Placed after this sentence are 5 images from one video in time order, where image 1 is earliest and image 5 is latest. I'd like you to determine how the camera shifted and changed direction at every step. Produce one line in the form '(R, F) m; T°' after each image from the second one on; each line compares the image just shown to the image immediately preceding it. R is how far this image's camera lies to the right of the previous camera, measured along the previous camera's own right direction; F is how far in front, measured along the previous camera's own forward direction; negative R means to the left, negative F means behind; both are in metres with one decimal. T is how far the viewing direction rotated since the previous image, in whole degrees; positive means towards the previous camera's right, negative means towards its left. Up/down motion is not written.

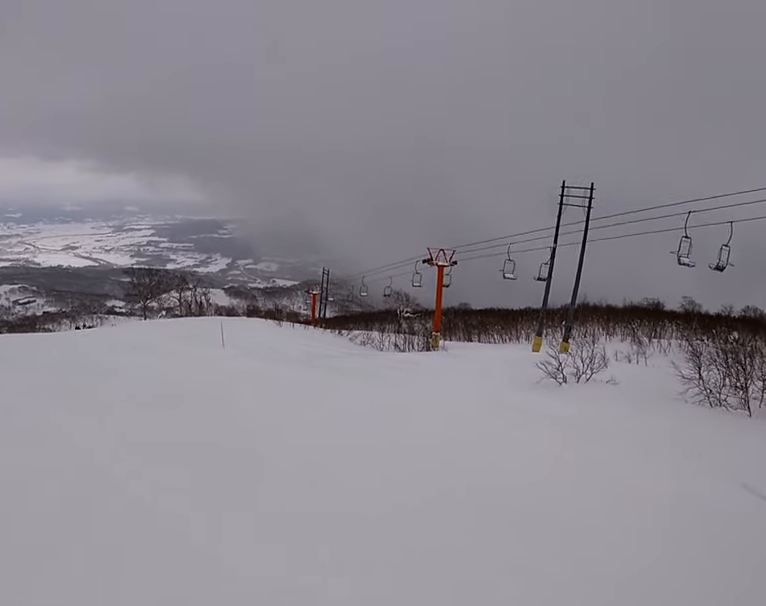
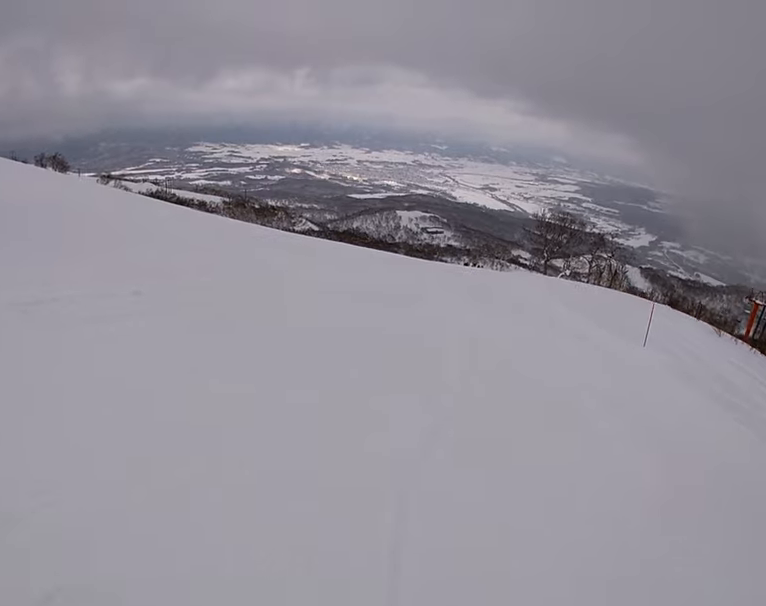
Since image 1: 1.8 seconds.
(-2.4, +9.4) m; -14°
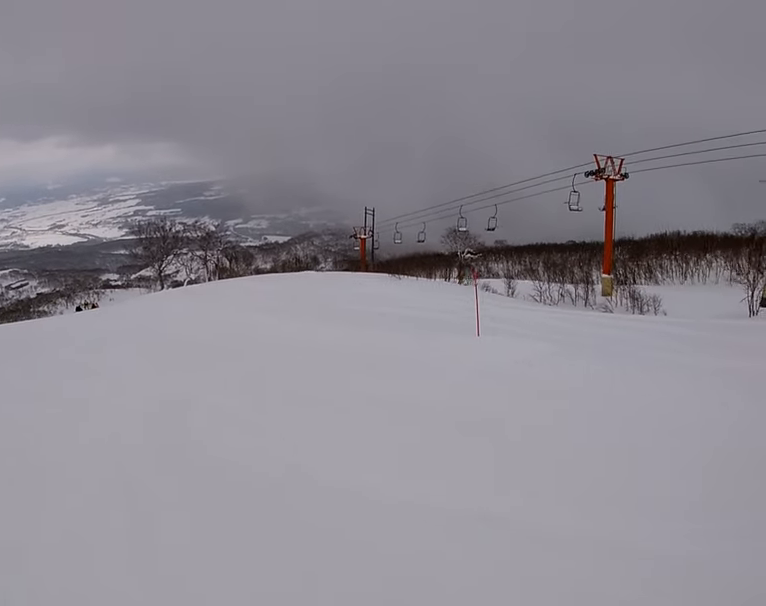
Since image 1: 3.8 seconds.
(+0.6, +12.0) m; +10°
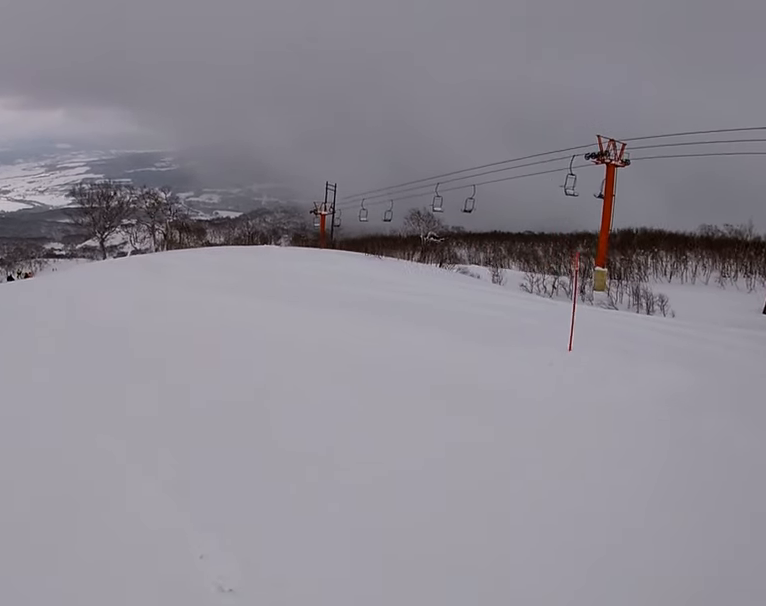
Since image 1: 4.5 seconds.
(+0.6, +4.9) m; +4°
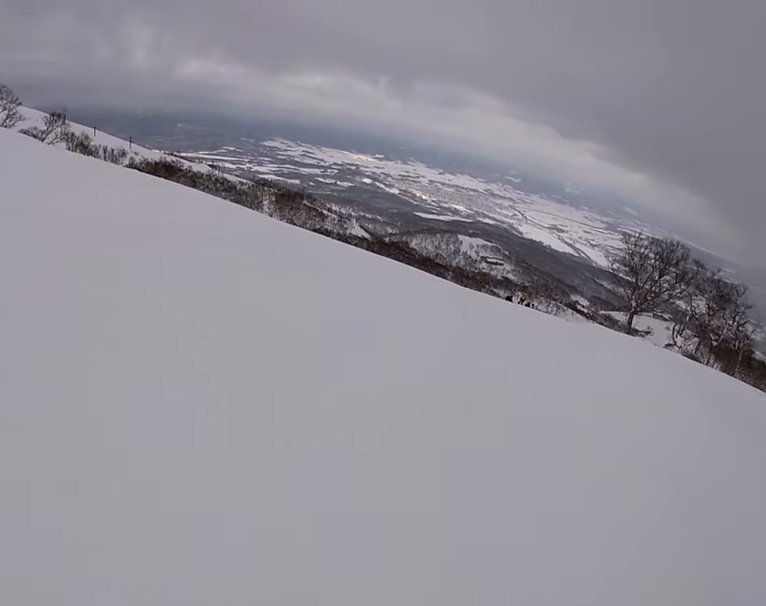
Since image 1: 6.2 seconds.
(-1.9, +10.4) m; -37°
